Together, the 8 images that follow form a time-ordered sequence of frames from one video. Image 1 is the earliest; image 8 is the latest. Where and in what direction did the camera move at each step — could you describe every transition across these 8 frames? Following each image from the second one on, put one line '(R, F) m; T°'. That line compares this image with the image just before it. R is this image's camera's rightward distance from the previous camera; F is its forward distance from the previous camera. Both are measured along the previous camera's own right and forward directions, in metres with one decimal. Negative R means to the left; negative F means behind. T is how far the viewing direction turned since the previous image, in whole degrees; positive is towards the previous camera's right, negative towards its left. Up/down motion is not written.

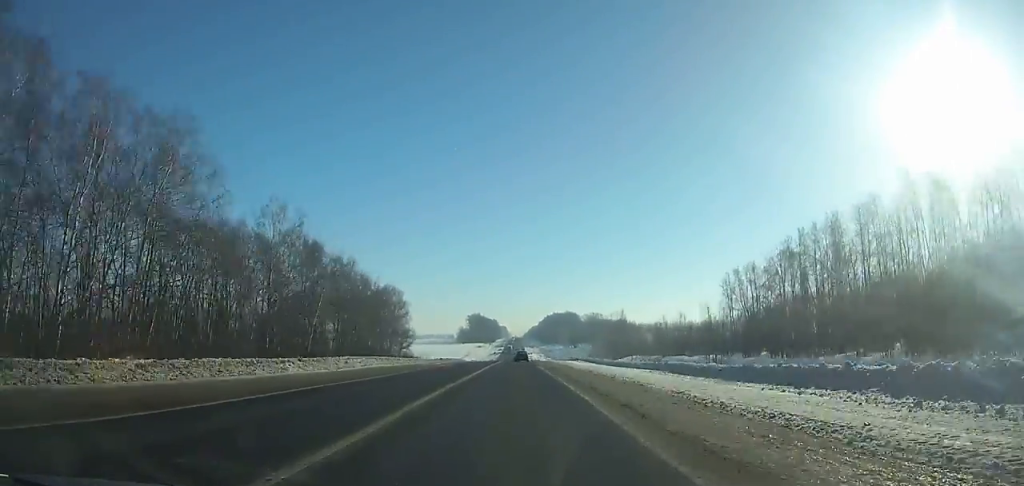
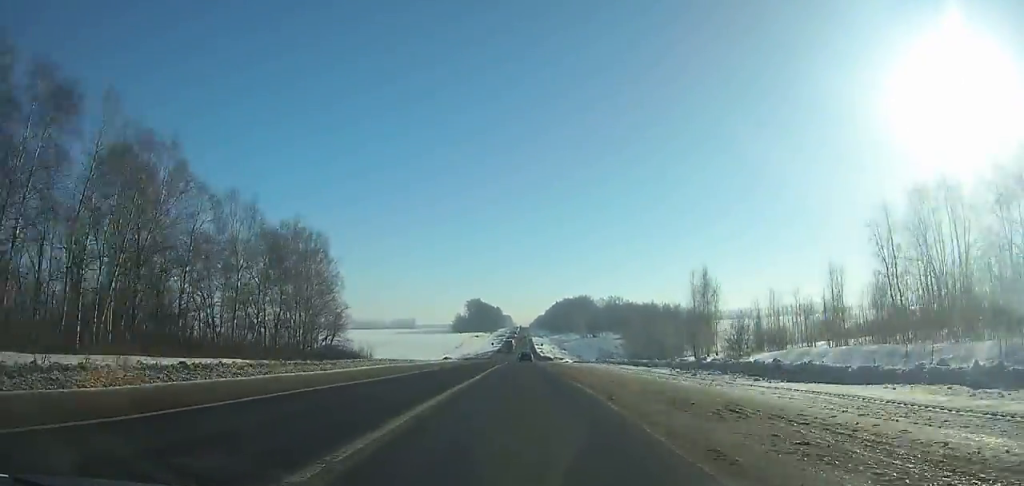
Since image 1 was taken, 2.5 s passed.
(-0.1, +66.6) m; 0°
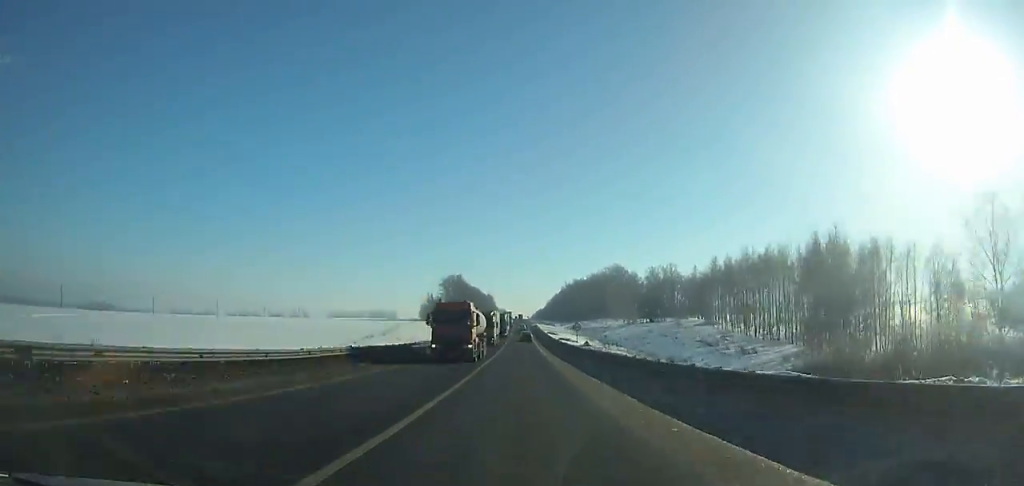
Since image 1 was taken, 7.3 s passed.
(+0.3, +129.2) m; 0°
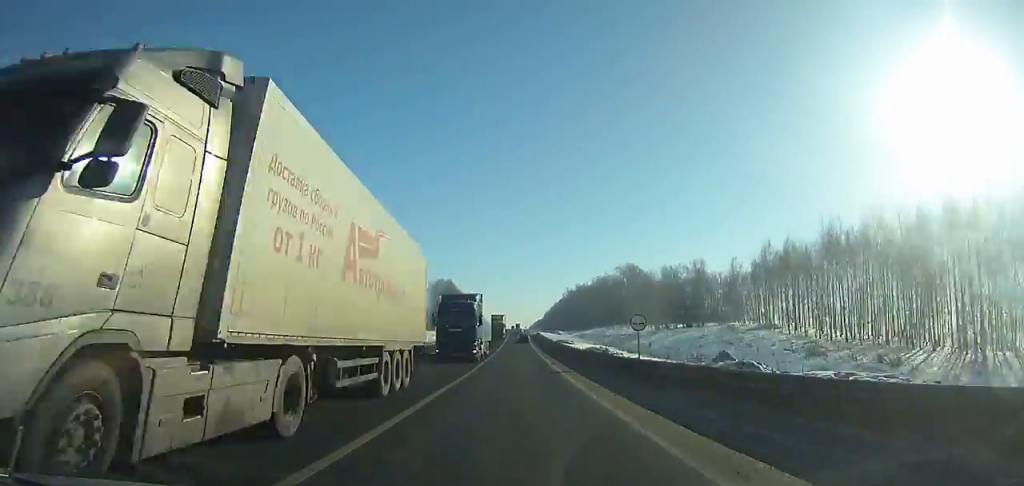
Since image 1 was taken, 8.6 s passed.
(+0.1, +35.2) m; 0°
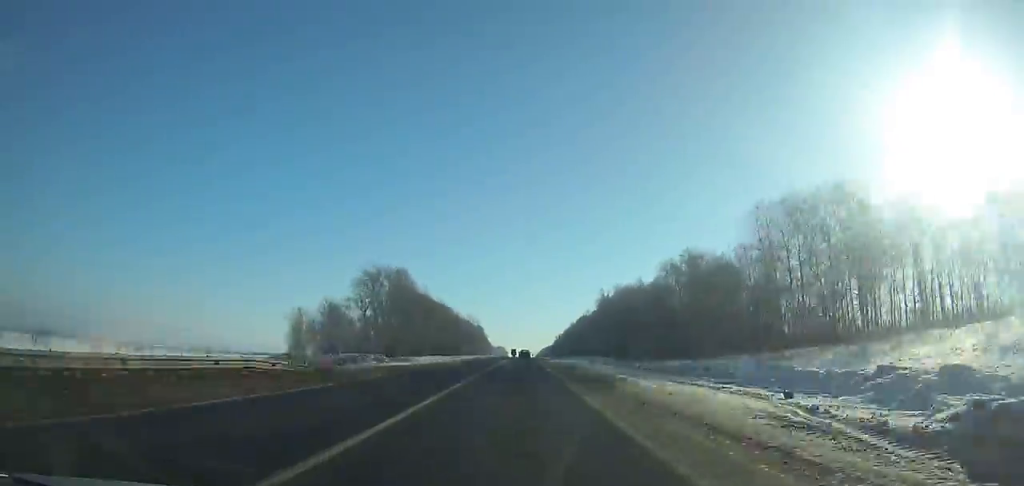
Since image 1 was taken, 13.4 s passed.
(-0.6, +129.8) m; 0°
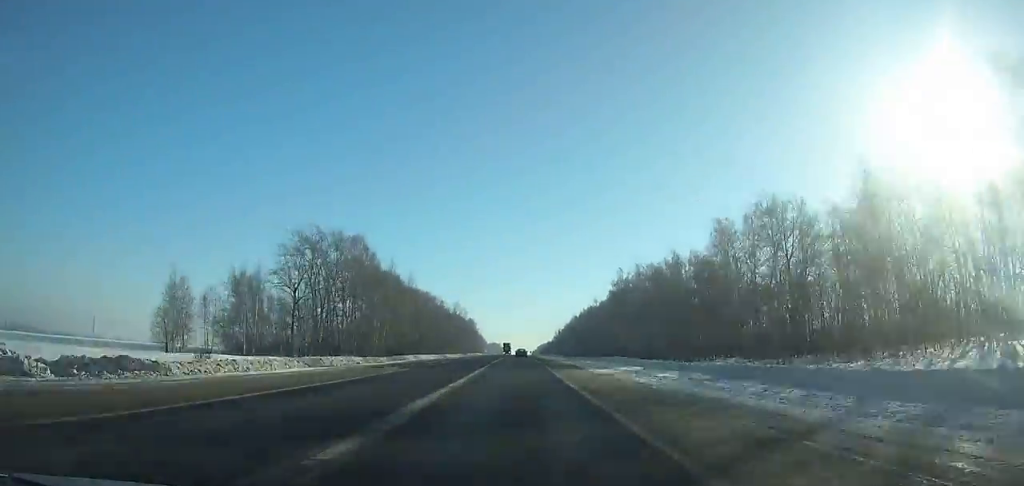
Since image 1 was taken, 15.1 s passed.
(+0.1, +45.8) m; 0°
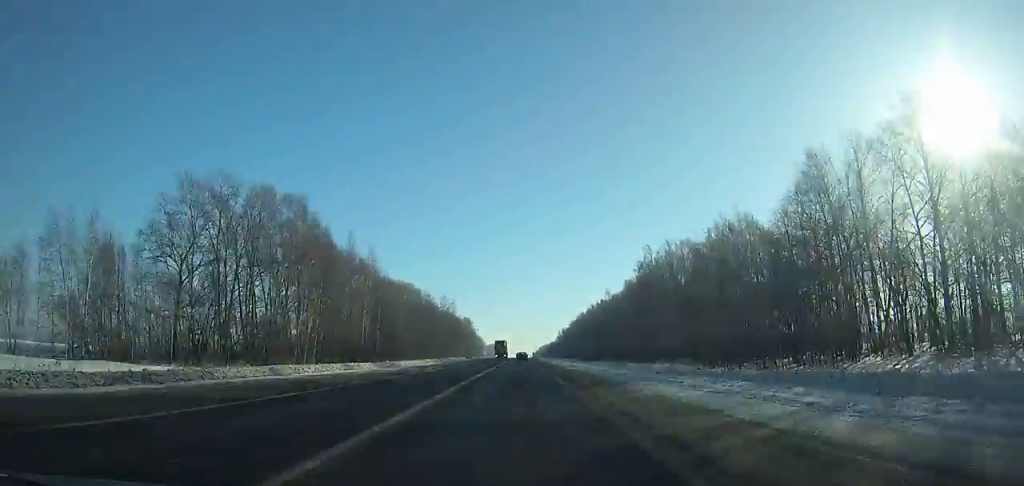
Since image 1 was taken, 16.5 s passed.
(0.0, +37.9) m; 0°
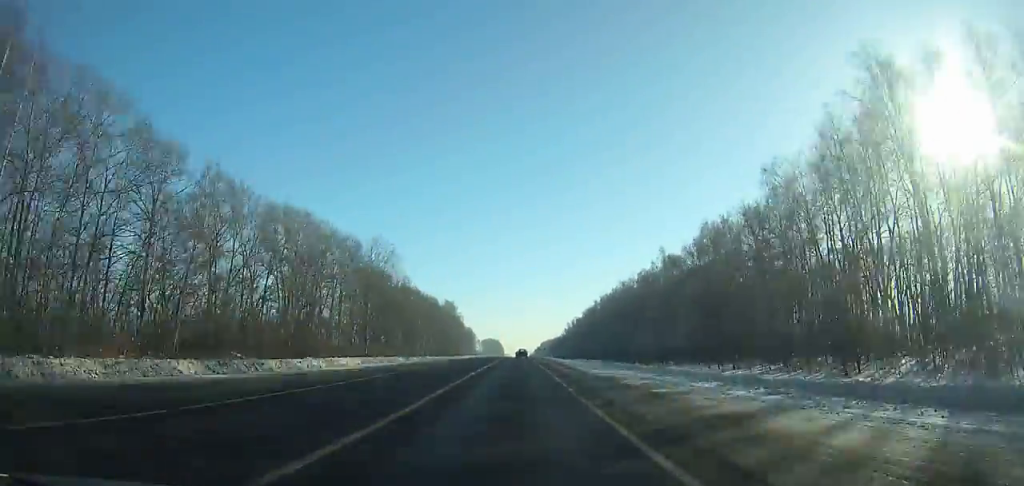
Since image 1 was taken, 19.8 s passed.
(0.0, +89.4) m; 0°
